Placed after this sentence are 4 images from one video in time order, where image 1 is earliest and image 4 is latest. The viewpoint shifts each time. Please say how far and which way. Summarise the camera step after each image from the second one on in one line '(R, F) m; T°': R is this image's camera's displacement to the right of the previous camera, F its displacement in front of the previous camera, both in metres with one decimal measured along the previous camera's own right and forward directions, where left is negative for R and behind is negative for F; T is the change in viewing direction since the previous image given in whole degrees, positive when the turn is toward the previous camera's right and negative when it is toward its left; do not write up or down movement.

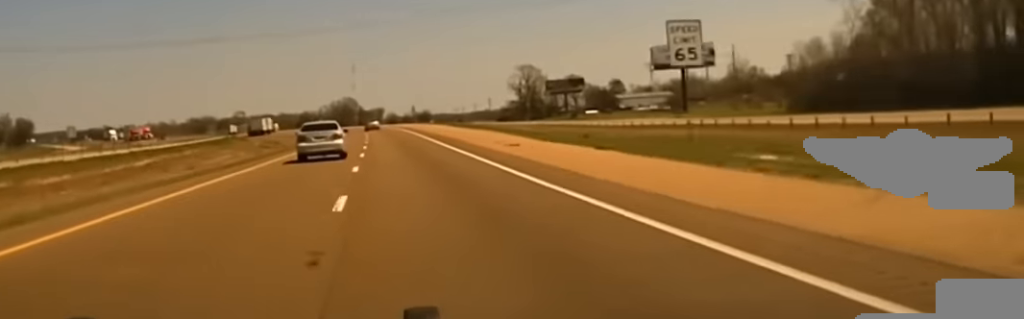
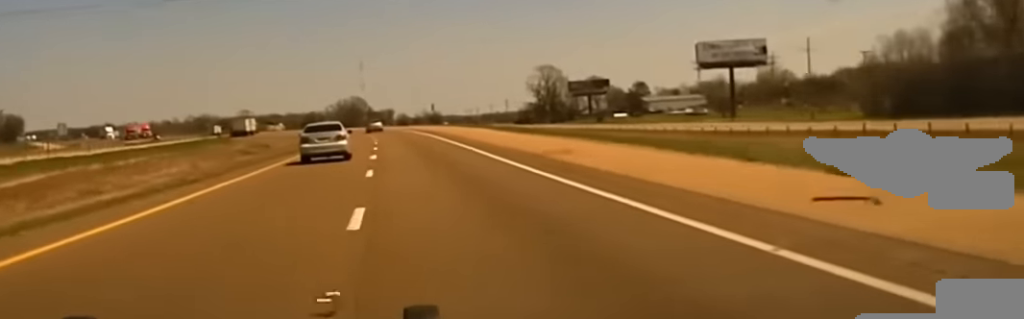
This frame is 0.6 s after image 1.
(-0.1, +30.8) m; 0°
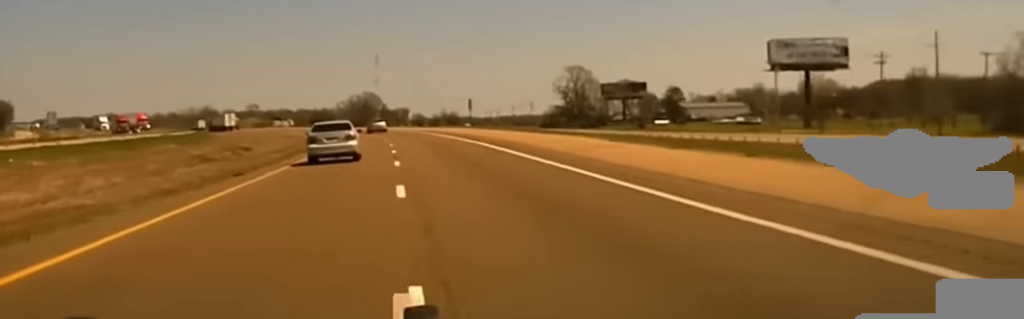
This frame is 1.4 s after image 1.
(+0.1, +34.9) m; -1°
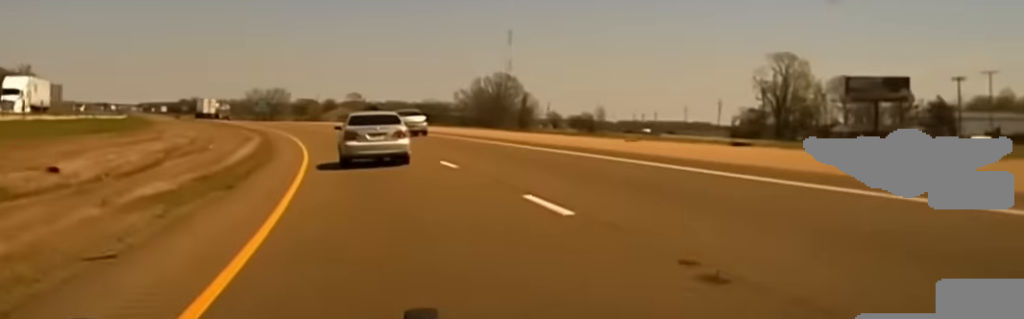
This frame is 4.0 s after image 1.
(-7.0, +101.6) m; -9°
